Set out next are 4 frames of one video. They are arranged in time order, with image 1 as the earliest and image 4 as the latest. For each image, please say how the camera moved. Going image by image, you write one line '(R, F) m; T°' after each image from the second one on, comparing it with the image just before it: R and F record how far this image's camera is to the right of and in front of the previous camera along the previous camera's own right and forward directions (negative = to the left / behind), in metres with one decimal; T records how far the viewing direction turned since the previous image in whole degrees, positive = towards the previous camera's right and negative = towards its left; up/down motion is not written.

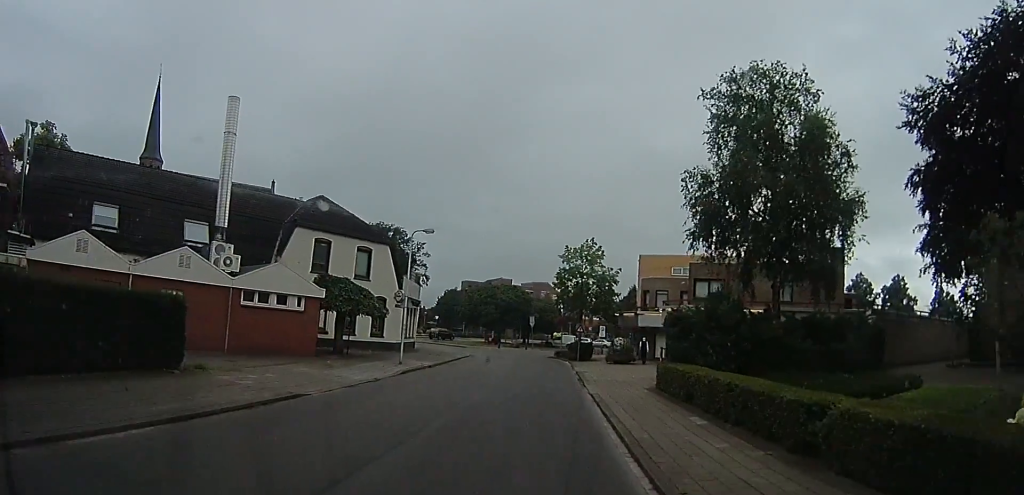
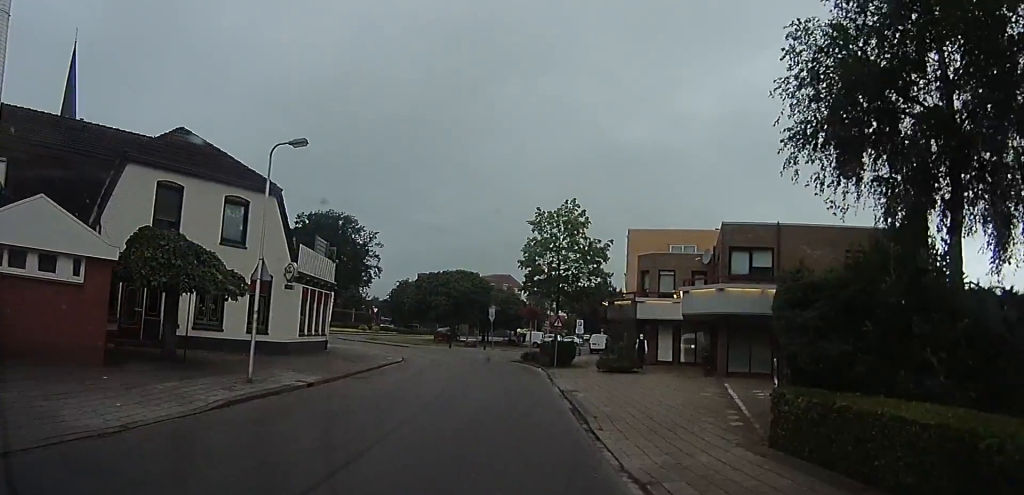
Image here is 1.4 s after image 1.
(+0.3, +10.3) m; 0°
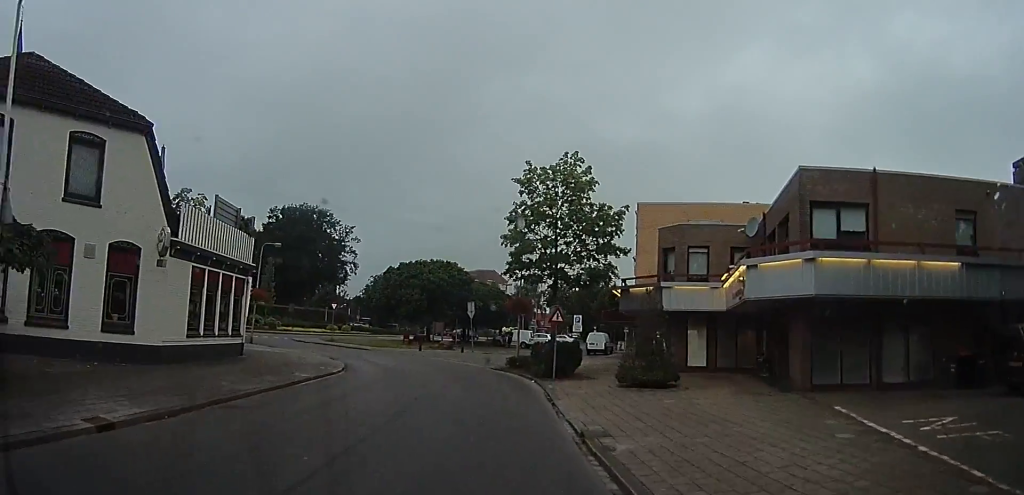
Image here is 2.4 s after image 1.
(-0.9, +7.3) m; -1°
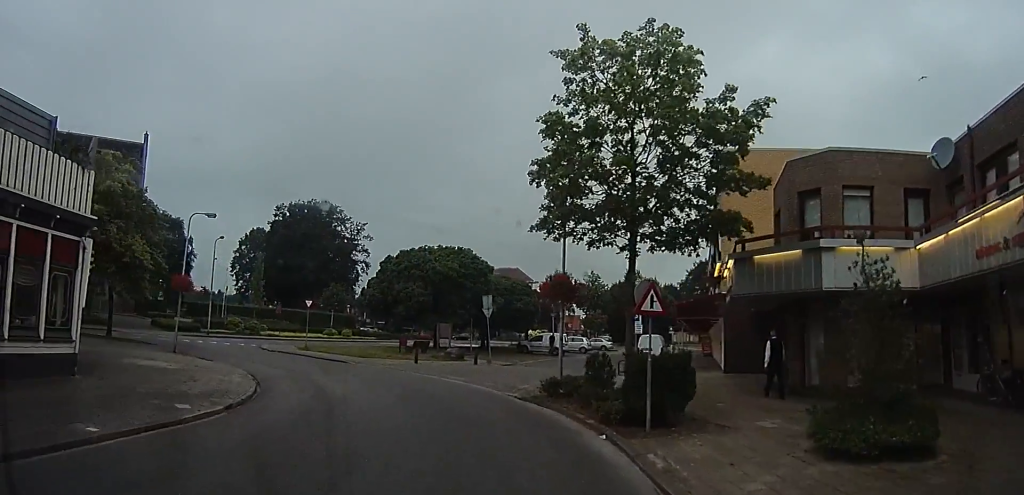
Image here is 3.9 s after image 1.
(+0.8, +9.8) m; -1°
